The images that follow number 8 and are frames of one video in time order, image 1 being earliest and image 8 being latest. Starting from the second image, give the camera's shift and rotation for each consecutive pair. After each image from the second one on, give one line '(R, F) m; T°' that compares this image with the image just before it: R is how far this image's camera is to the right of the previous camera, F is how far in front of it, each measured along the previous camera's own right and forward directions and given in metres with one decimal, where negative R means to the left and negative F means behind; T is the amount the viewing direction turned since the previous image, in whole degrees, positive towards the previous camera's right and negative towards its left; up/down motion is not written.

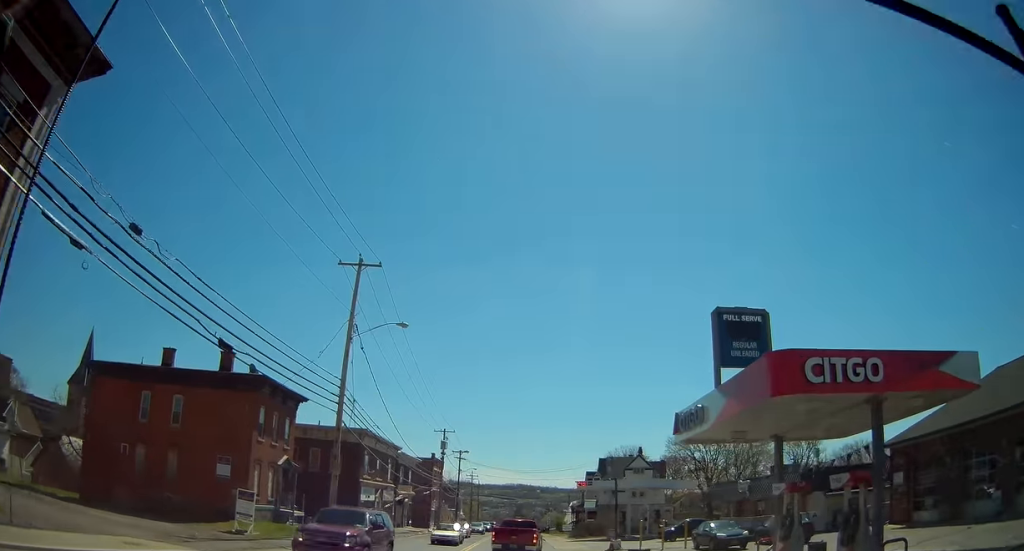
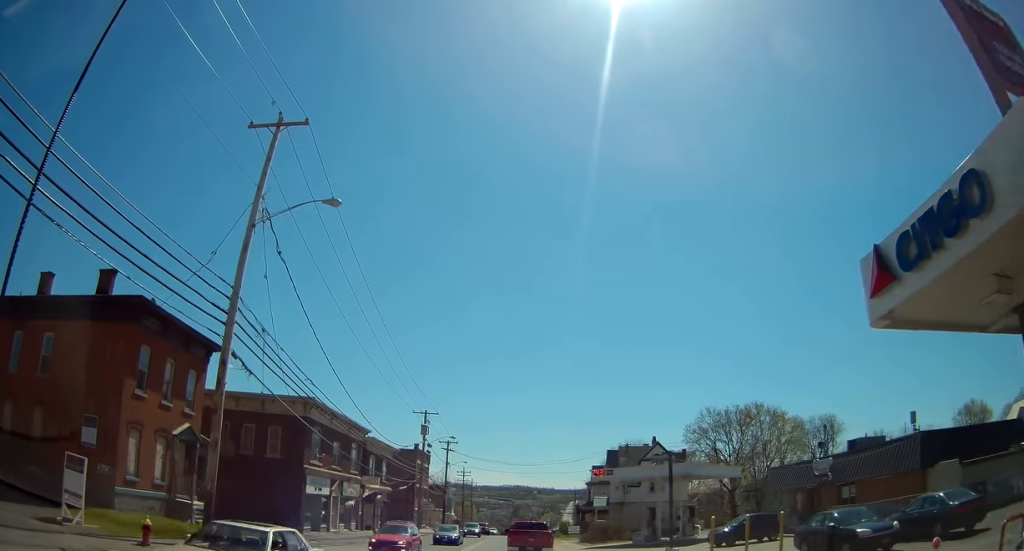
(+0.2, +13.5) m; +1°
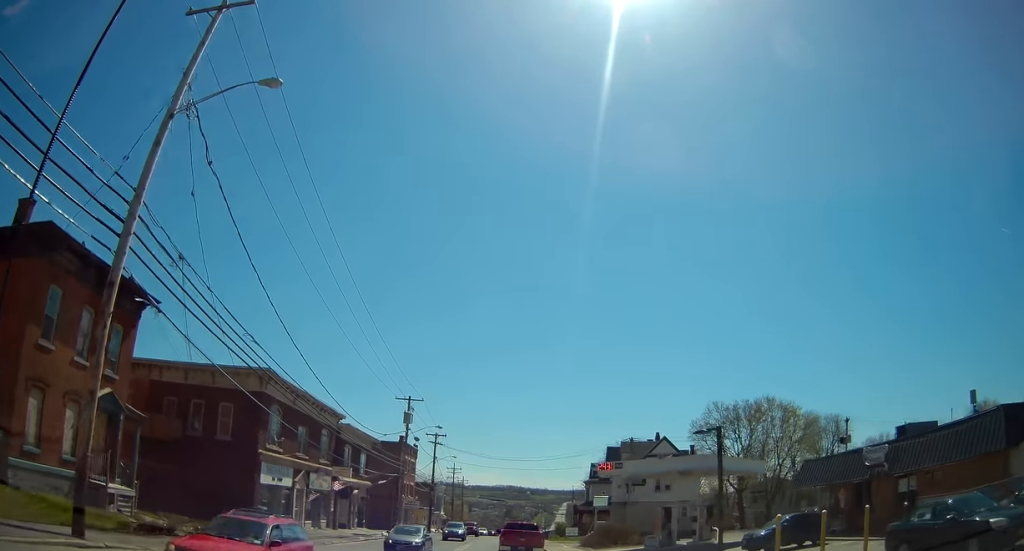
(0.0, +6.8) m; +1°
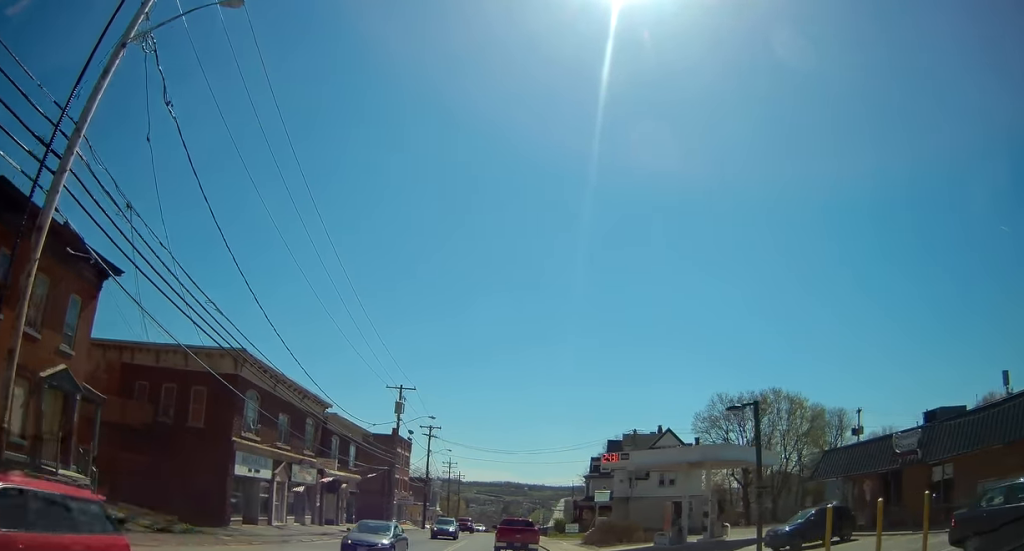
(0.0, +3.4) m; 0°
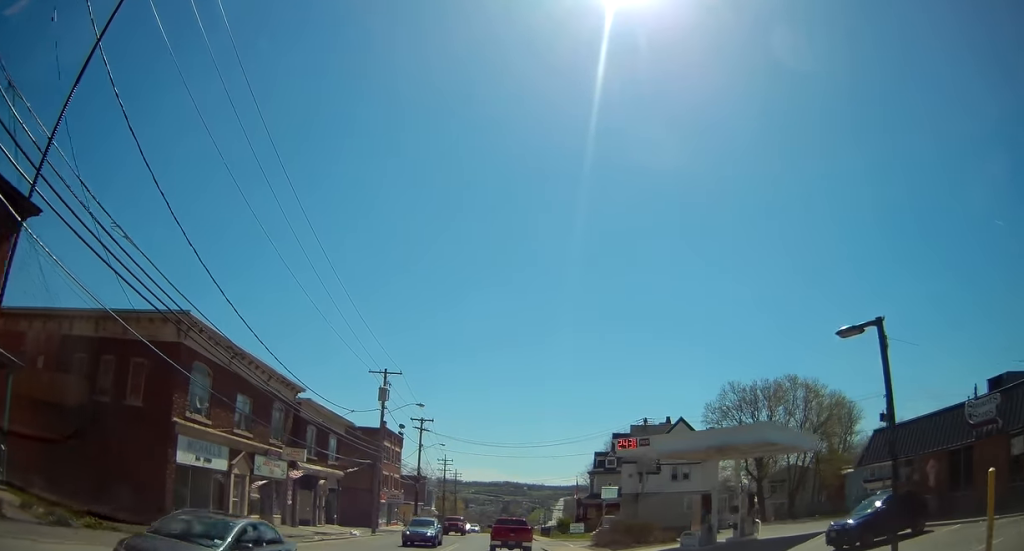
(+0.1, +6.6) m; 0°
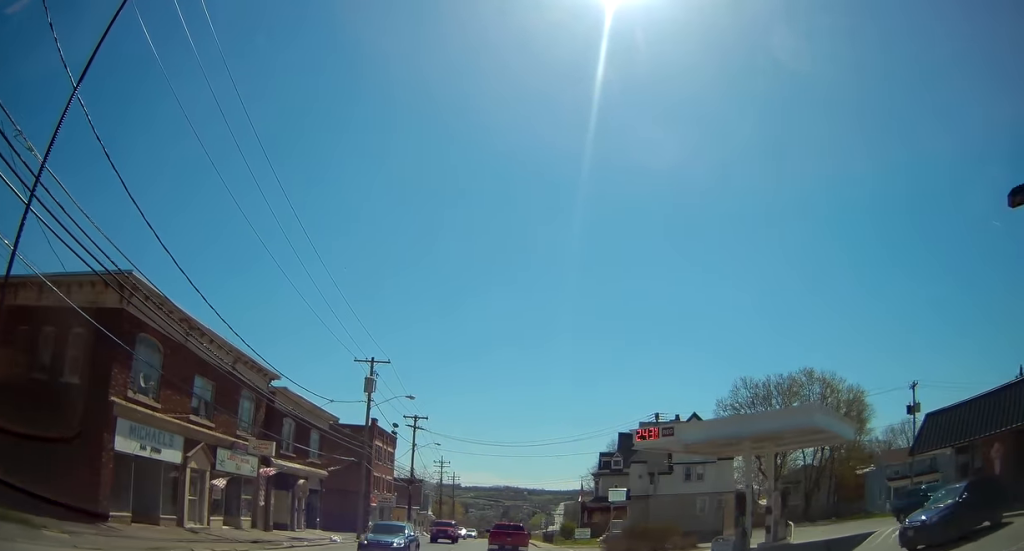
(-0.1, +5.2) m; 0°
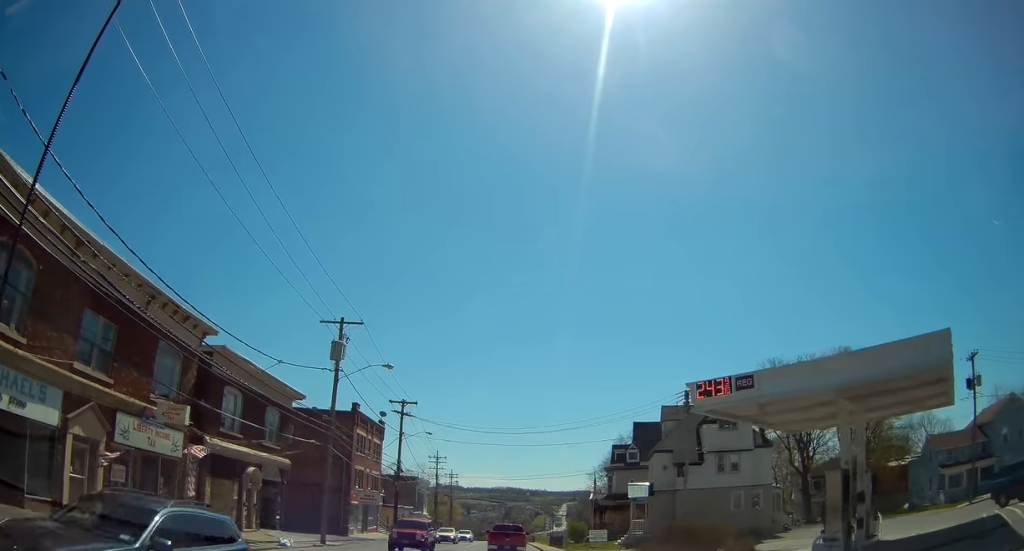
(0.0, +8.9) m; 0°
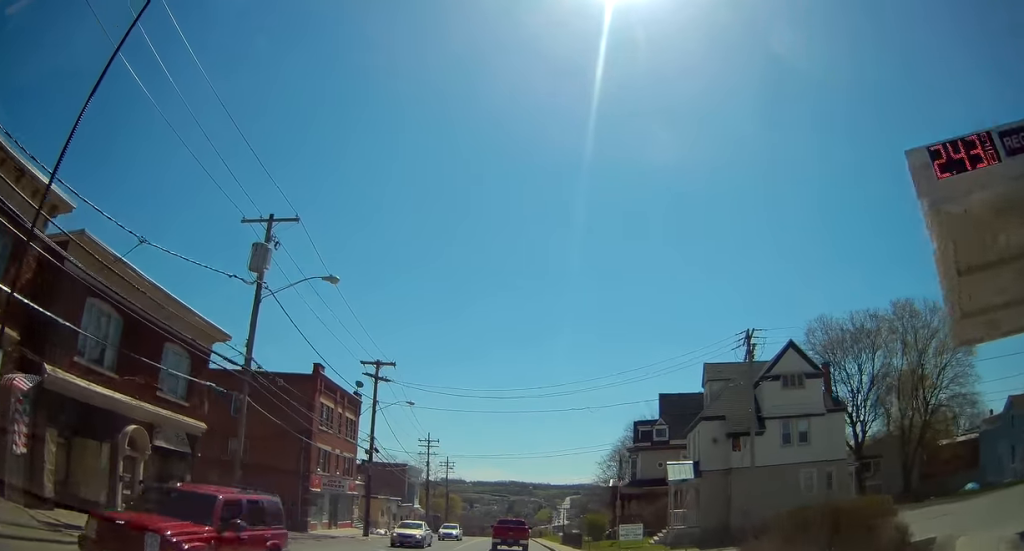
(0.0, +11.2) m; 0°
